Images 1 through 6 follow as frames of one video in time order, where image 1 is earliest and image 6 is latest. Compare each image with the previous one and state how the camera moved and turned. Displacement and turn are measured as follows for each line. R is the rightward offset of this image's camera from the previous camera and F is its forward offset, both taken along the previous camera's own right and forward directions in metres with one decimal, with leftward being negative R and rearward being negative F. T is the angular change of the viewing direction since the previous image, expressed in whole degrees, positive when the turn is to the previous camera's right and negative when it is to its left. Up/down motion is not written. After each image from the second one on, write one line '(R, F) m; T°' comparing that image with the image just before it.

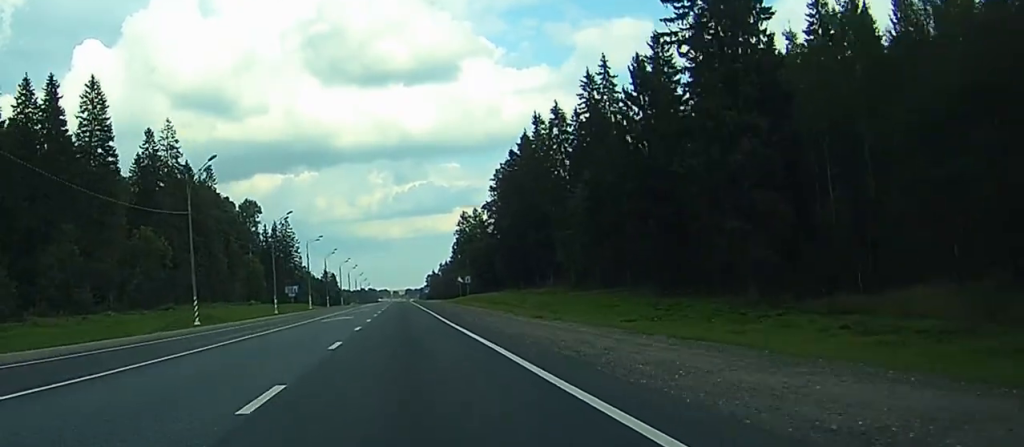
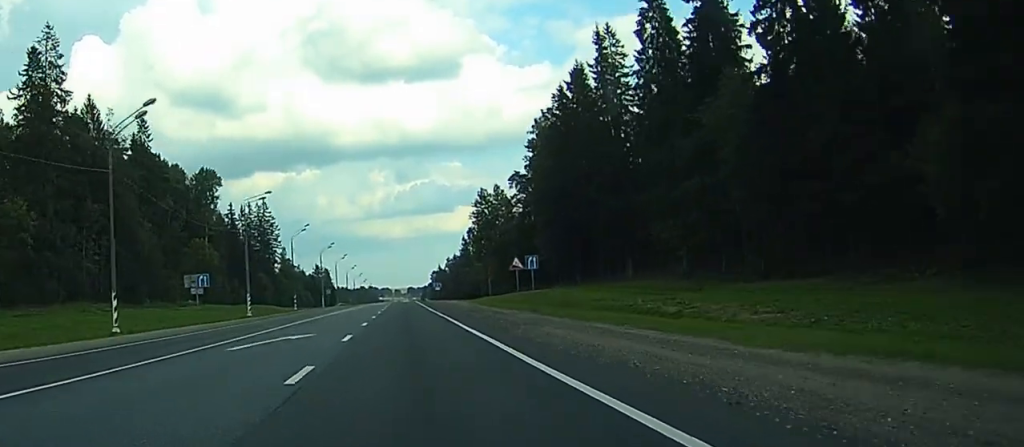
(-0.1, +55.8) m; 0°
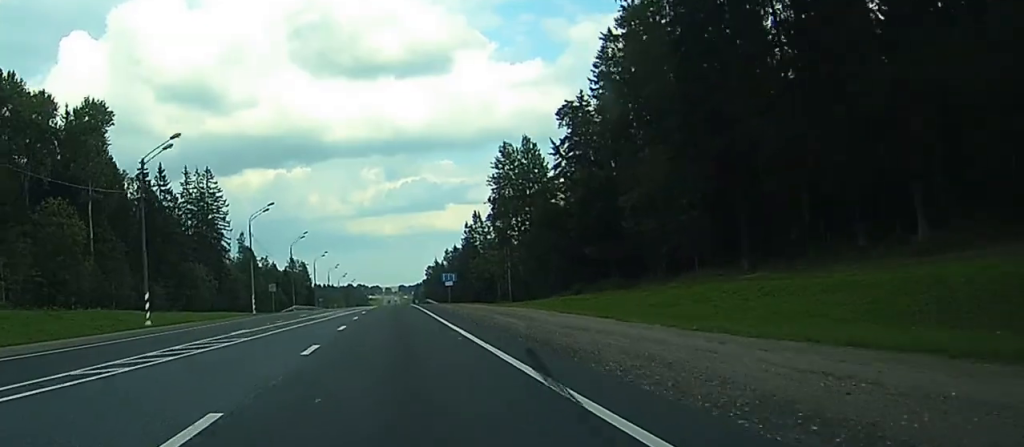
(+0.8, +63.4) m; +2°
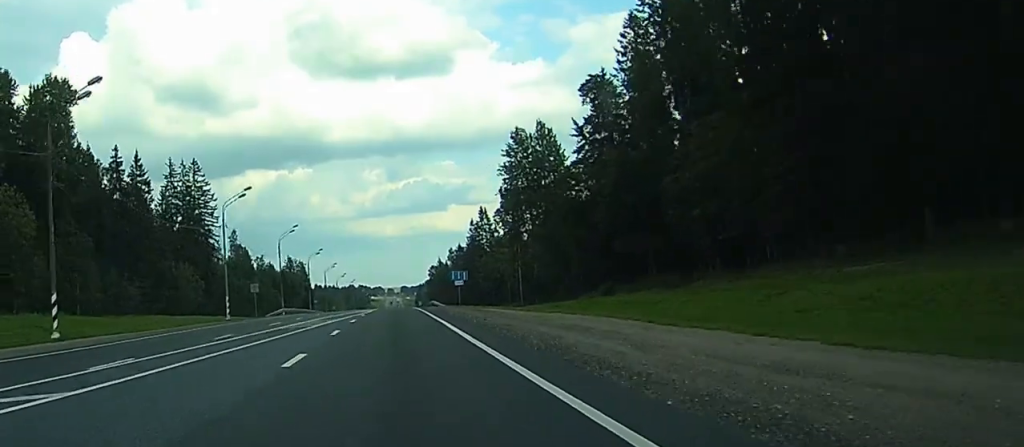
(+0.1, +13.8) m; 0°
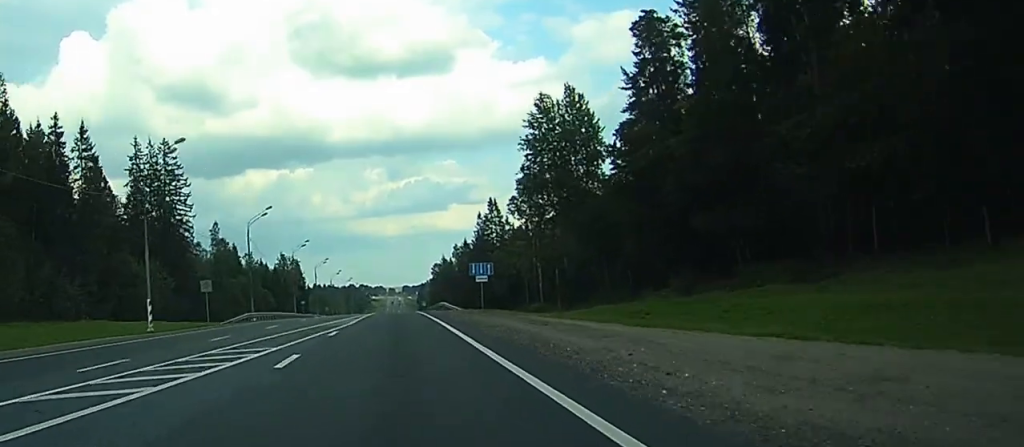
(0.0, +23.1) m; 0°
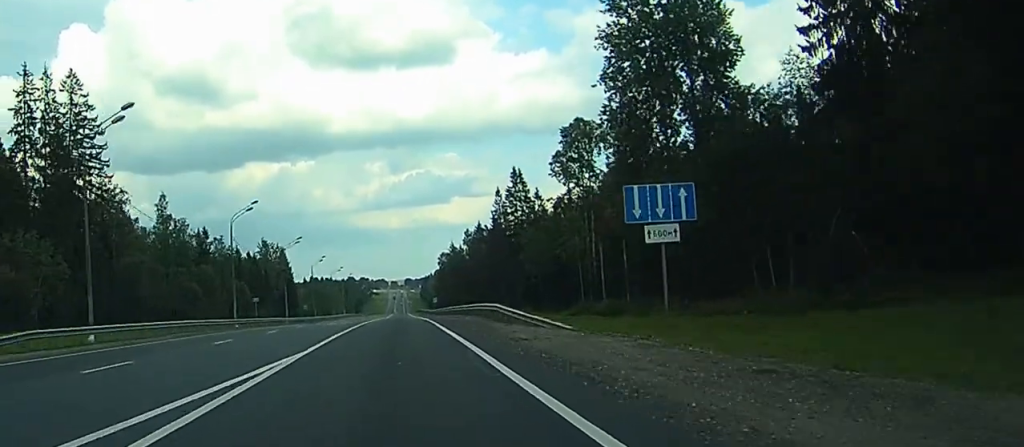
(-1.5, +48.7) m; -3°
